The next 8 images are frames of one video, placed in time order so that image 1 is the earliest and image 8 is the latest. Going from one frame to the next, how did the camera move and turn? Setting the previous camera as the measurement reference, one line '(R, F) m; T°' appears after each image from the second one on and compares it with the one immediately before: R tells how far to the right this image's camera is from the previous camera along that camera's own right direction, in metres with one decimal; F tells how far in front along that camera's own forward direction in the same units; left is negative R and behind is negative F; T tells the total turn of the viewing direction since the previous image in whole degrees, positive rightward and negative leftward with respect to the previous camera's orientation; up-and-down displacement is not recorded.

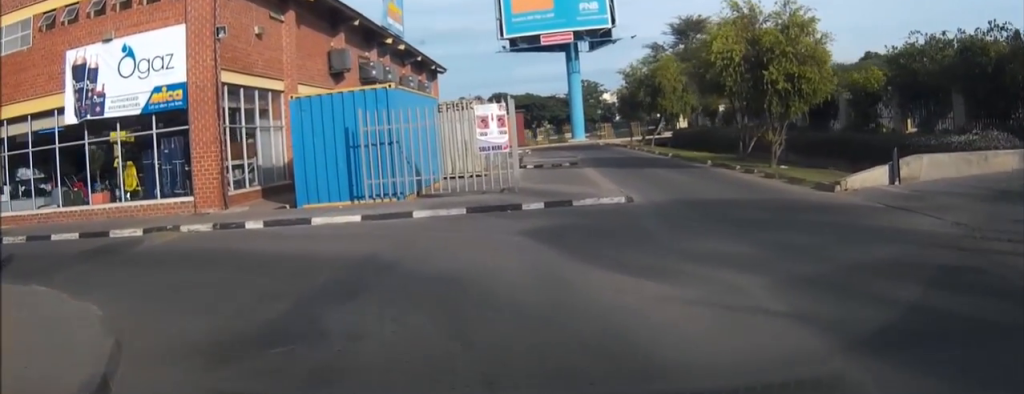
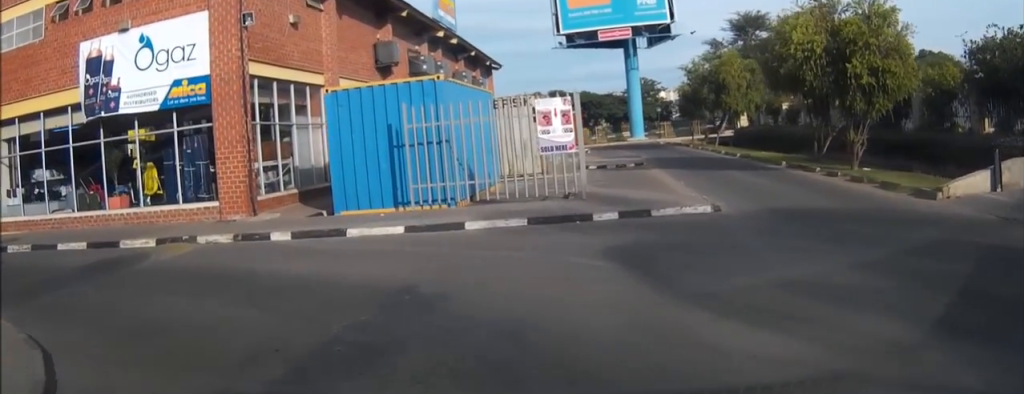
(+0.1, +2.2) m; -4°
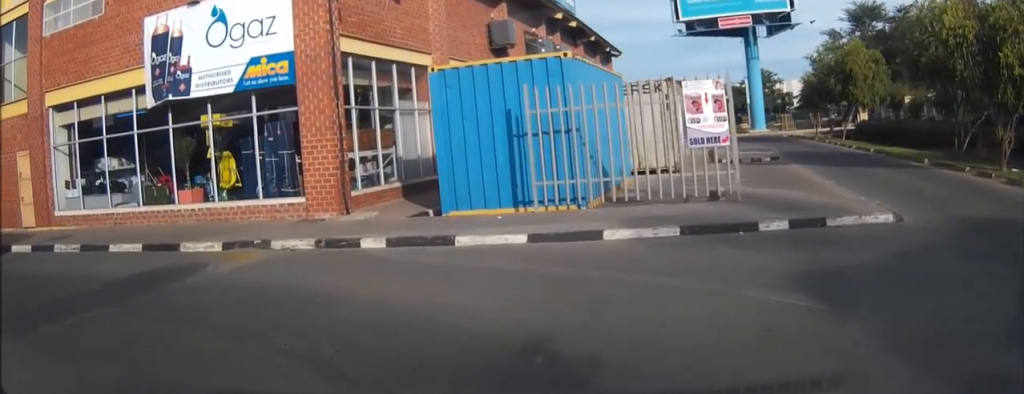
(-0.3, +2.3) m; -7°
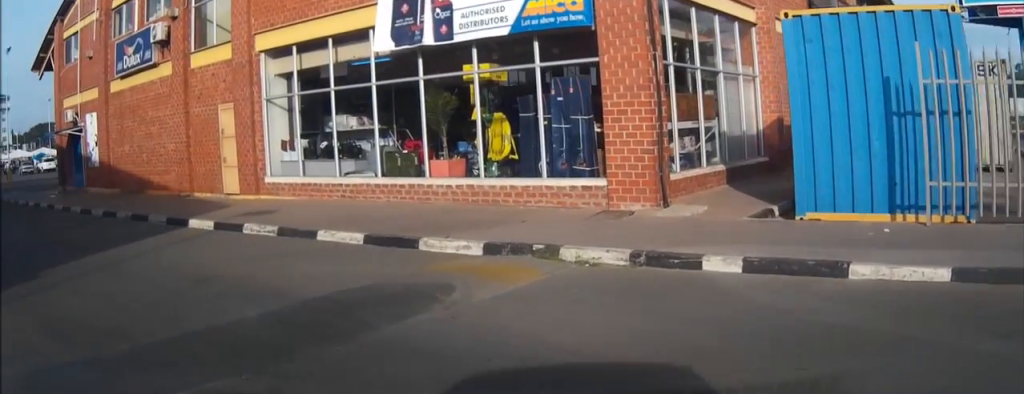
(-0.5, +3.7) m; -18°
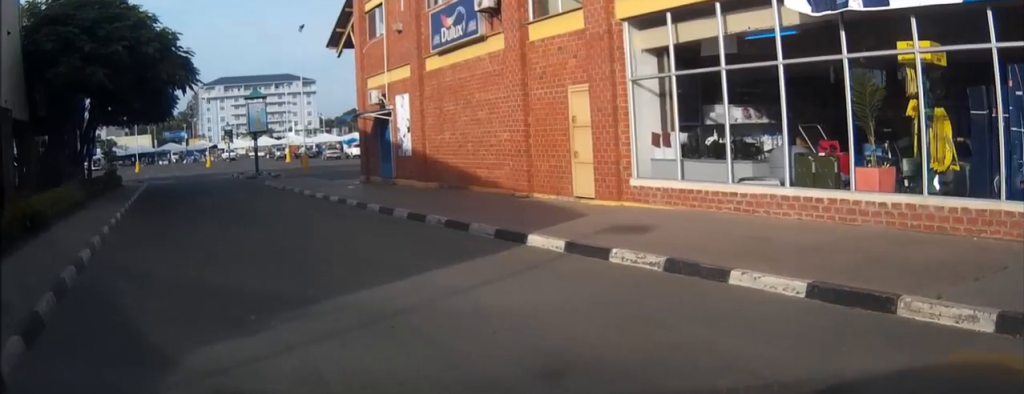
(-0.8, +3.3) m; -35°
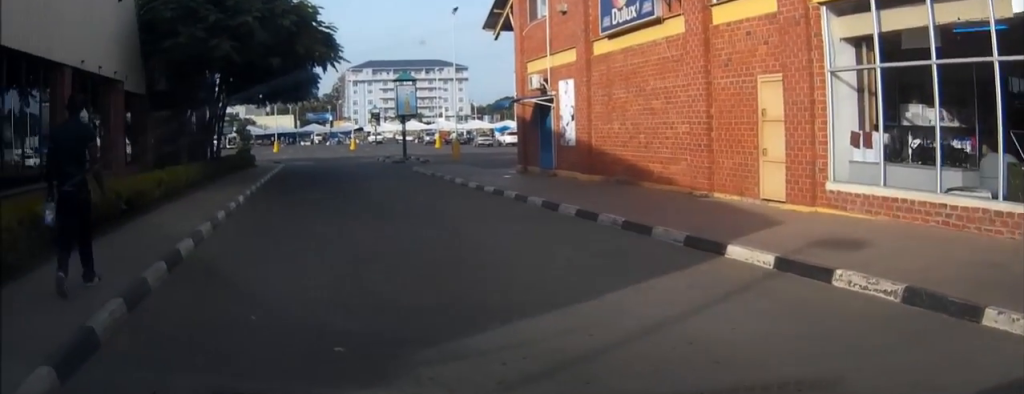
(-0.4, +1.6) m; -16°
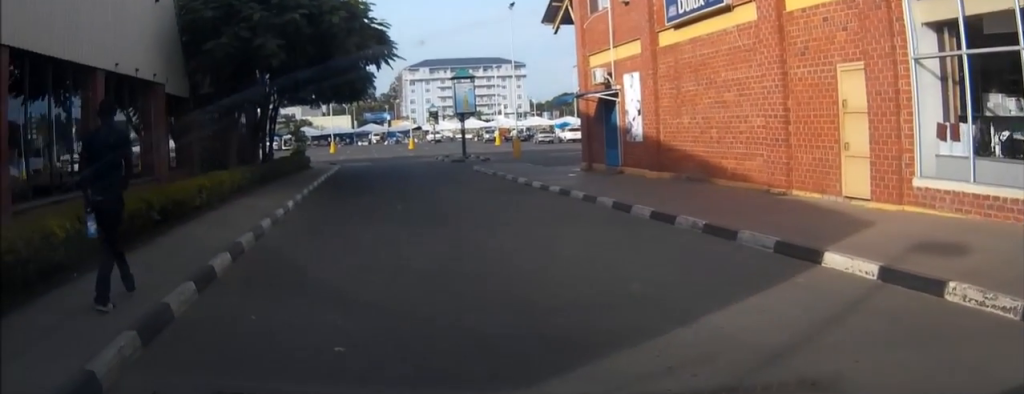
(-0.1, +0.9) m; -6°
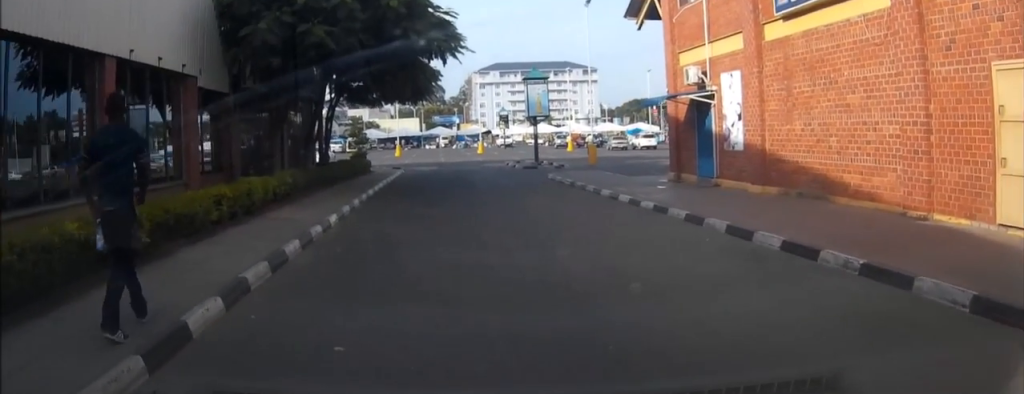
(-0.1, +2.3) m; -3°
